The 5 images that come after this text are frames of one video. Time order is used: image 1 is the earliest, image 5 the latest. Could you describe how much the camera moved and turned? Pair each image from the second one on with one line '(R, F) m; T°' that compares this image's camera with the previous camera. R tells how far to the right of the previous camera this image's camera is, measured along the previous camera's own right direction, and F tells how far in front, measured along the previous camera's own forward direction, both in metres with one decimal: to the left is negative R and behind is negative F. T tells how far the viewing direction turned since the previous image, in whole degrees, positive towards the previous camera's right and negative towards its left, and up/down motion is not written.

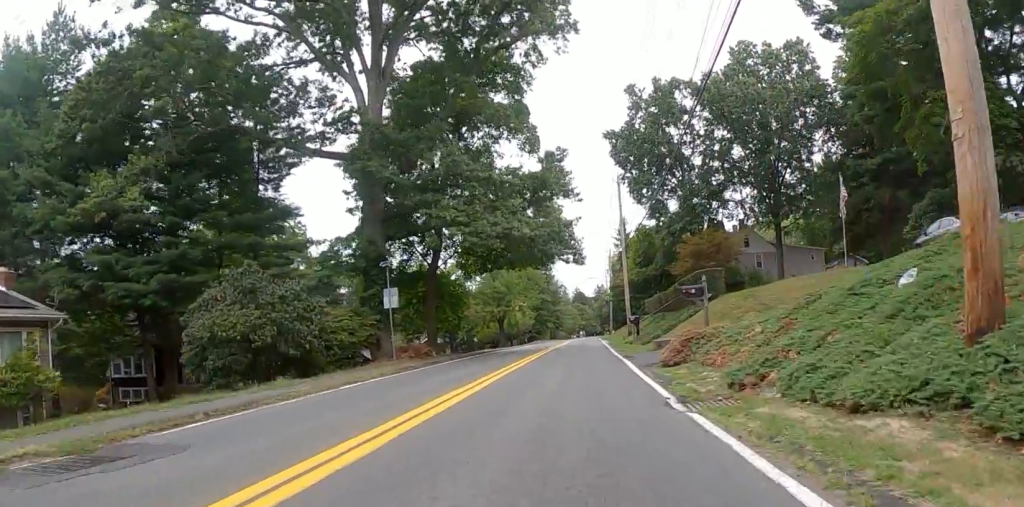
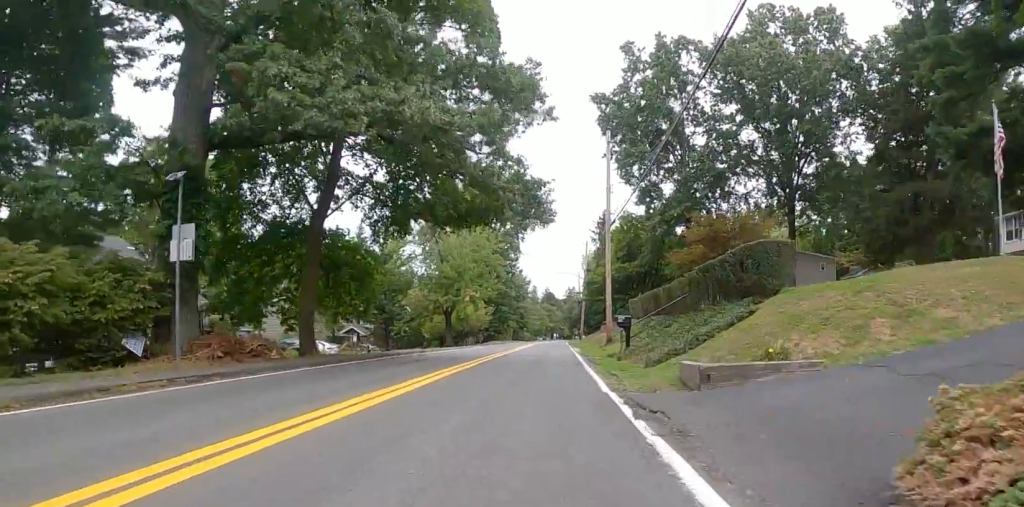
(+0.2, +10.5) m; +5°
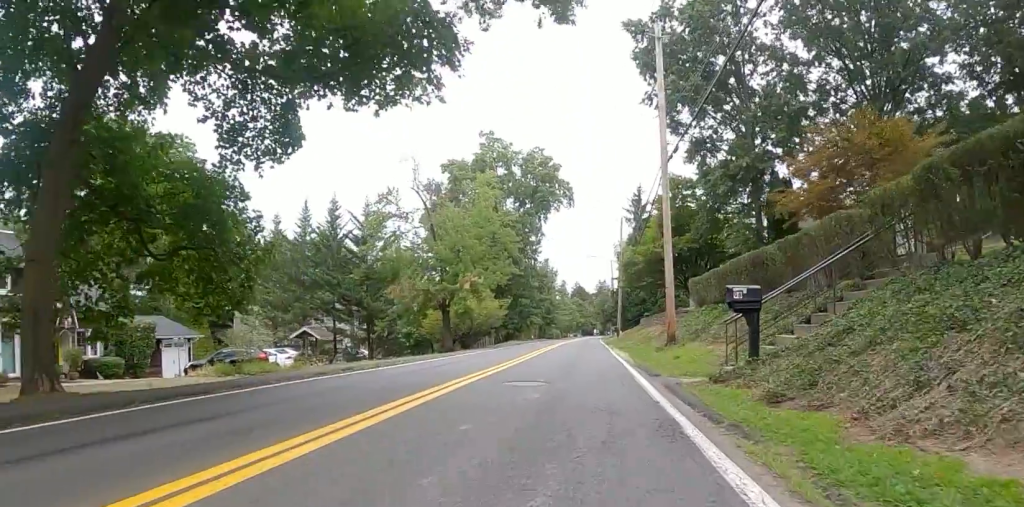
(+0.4, +11.1) m; +2°
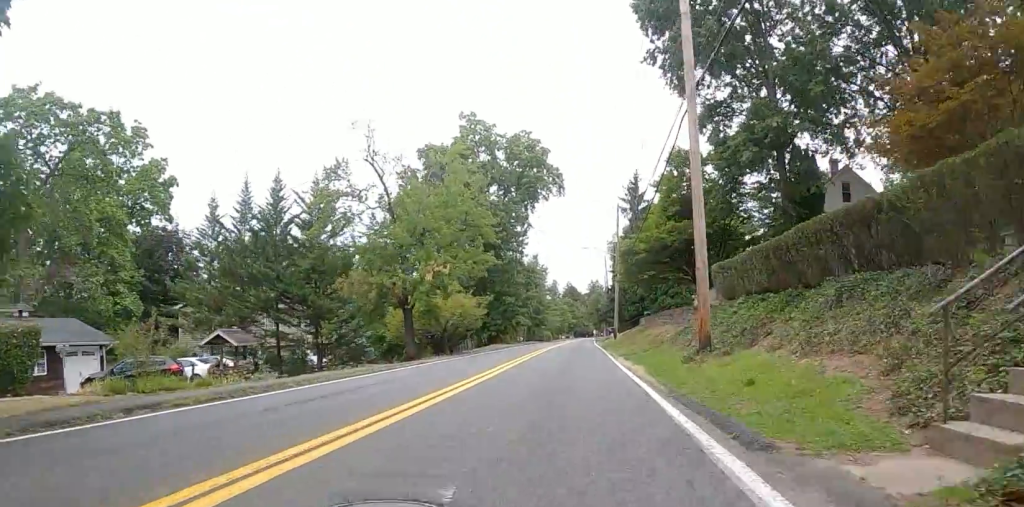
(0.0, +6.6) m; 0°
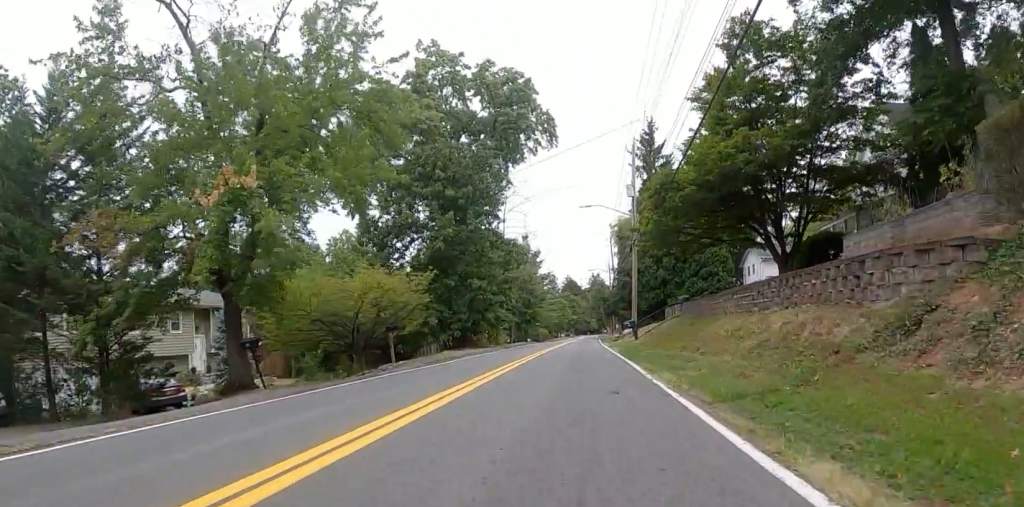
(-0.2, +15.9) m; -2°
